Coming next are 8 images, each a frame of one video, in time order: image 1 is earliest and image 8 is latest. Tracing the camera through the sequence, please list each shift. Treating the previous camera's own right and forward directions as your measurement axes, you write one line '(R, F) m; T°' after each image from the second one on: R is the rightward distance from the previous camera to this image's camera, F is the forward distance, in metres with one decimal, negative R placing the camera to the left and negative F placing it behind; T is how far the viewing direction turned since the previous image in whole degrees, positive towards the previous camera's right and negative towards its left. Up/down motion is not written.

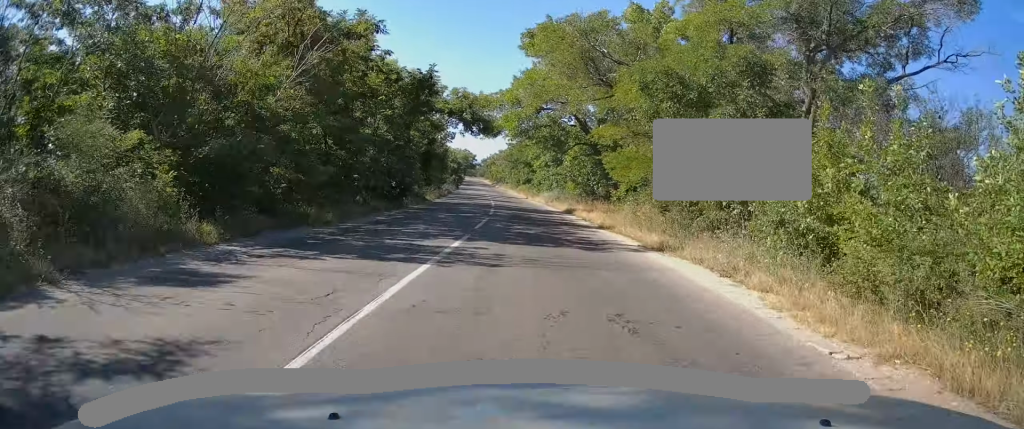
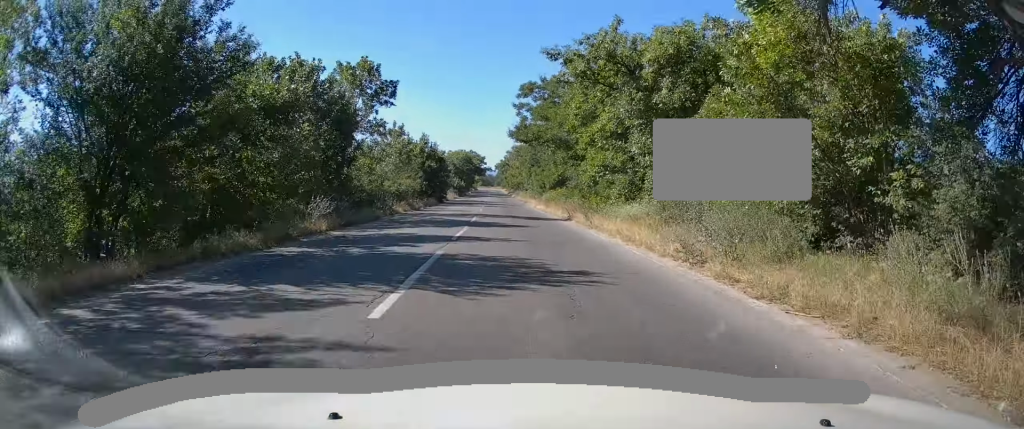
(-0.9, +38.2) m; -3°
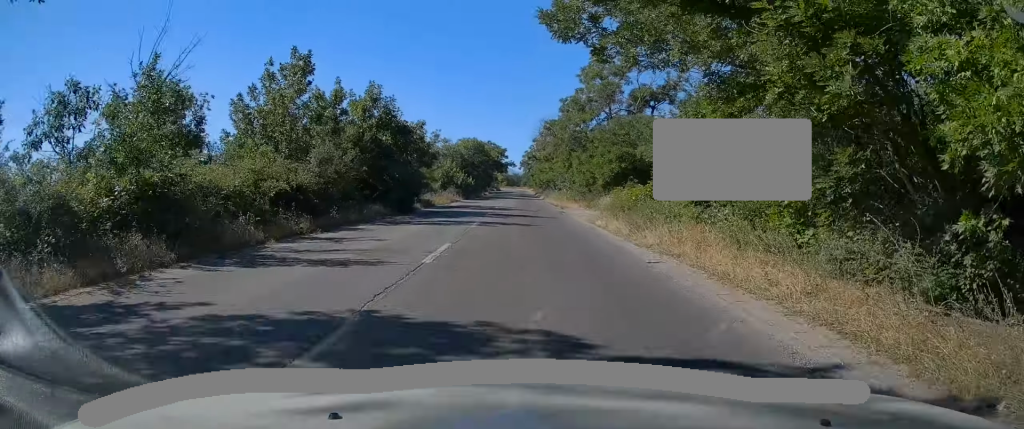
(-0.3, +26.4) m; -2°
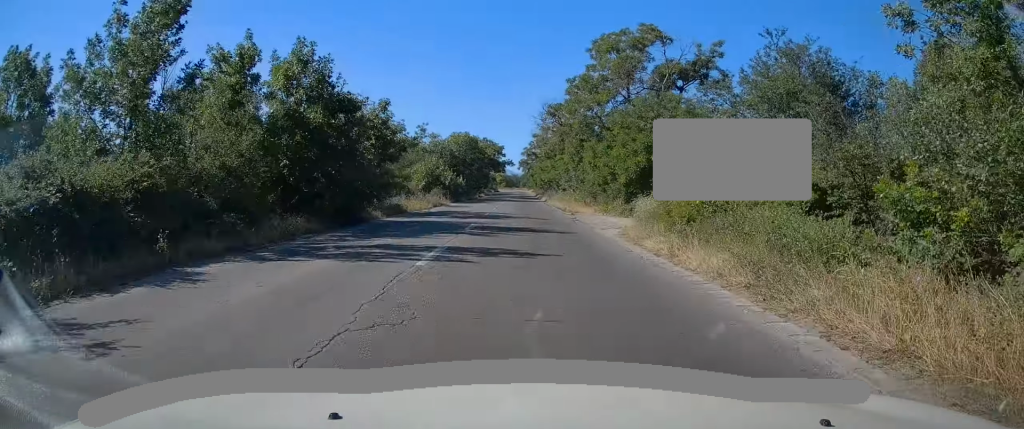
(0.0, +9.3) m; -1°
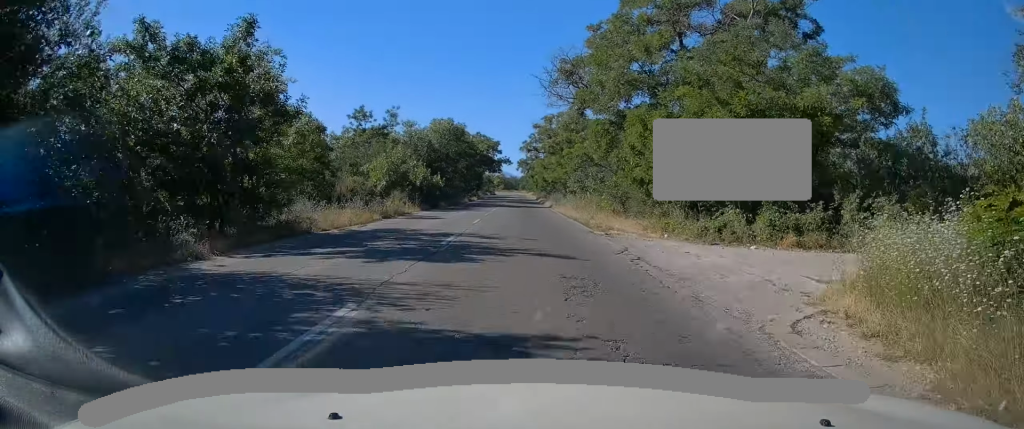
(-0.1, +14.0) m; 0°
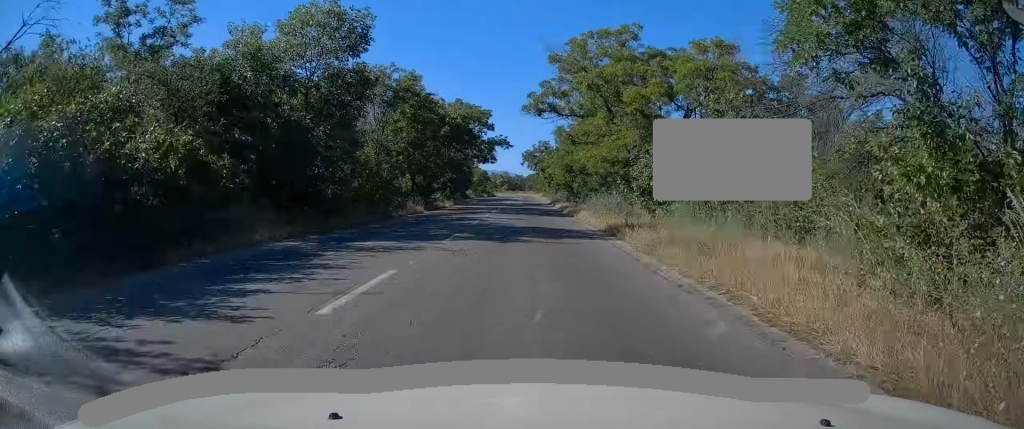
(-0.1, +33.1) m; -1°
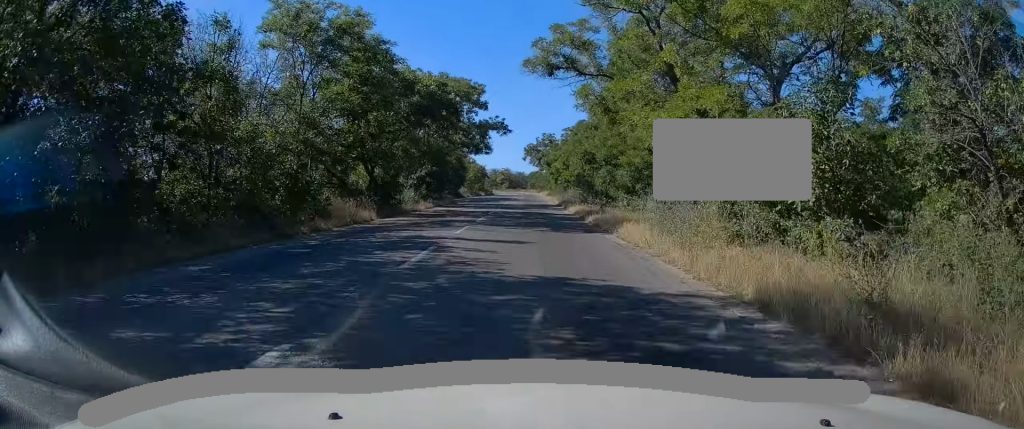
(0.0, +12.3) m; 0°
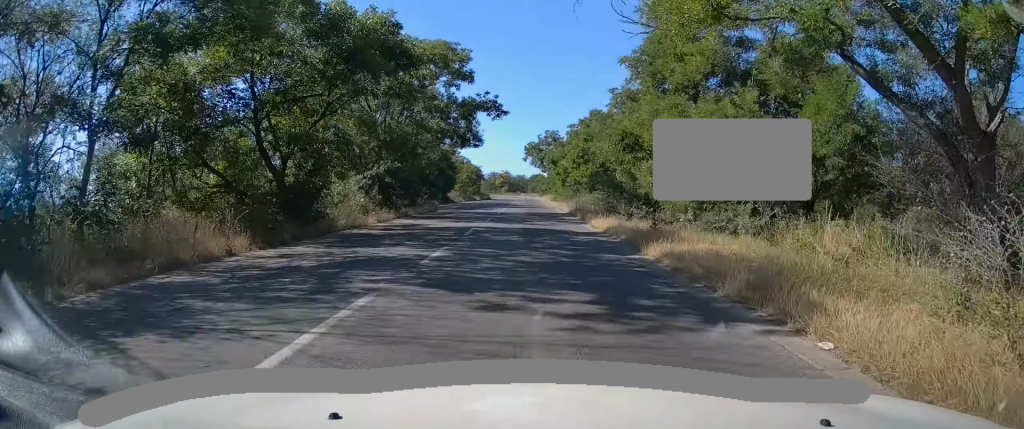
(0.0, +11.6) m; 0°
